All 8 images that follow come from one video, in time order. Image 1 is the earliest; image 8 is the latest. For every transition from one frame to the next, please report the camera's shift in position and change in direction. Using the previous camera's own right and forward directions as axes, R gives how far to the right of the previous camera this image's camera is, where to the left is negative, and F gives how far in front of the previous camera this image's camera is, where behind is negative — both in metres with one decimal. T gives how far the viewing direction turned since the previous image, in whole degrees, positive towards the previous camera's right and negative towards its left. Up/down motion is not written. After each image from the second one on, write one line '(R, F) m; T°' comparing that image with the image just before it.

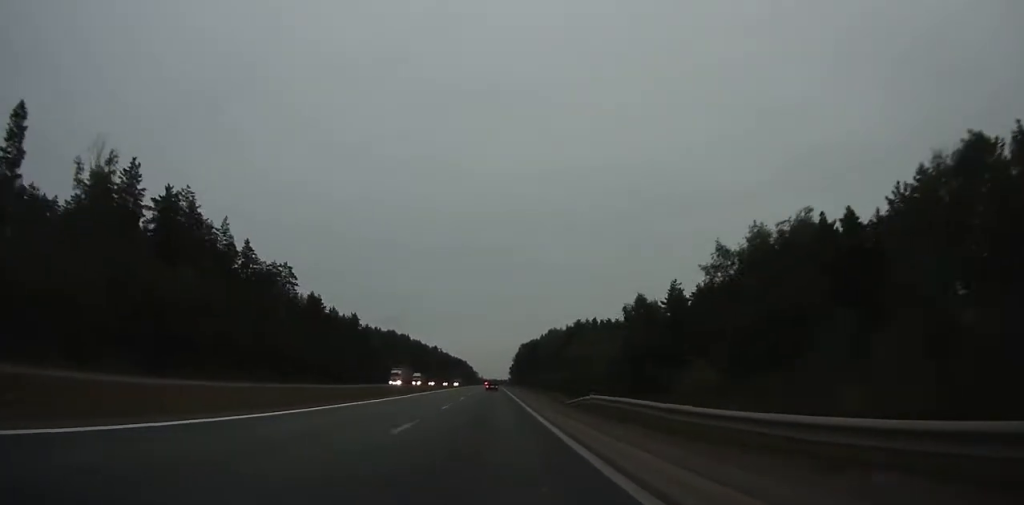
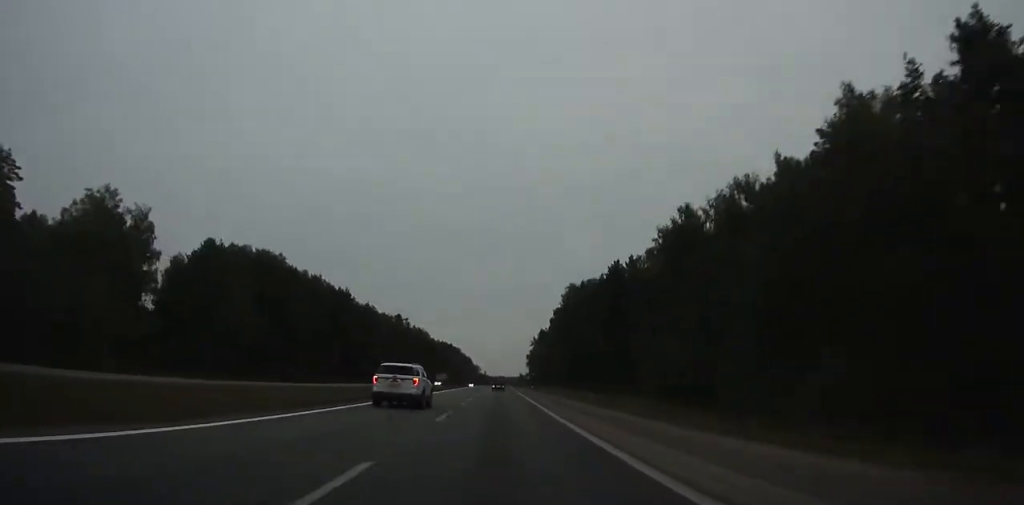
(-0.8, +188.4) m; 0°
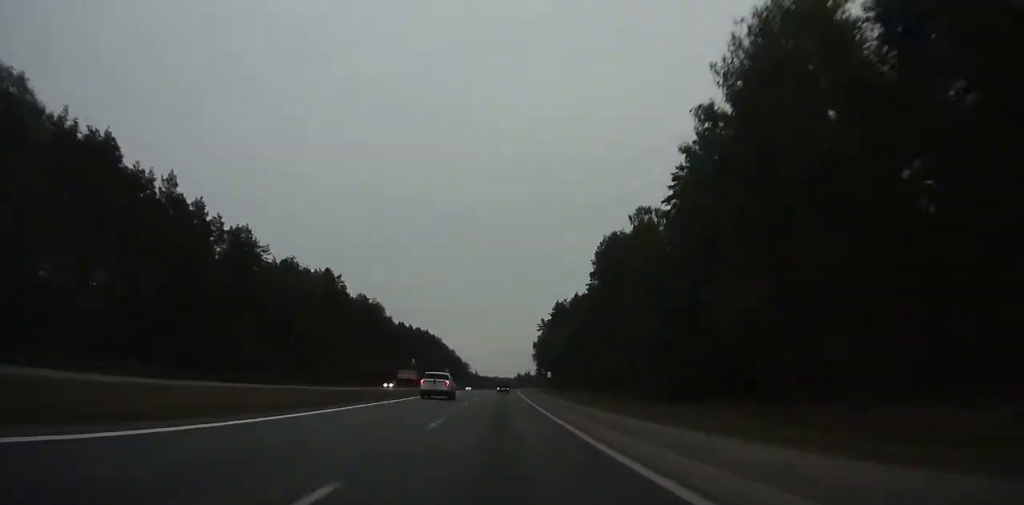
(+0.3, +96.6) m; +1°
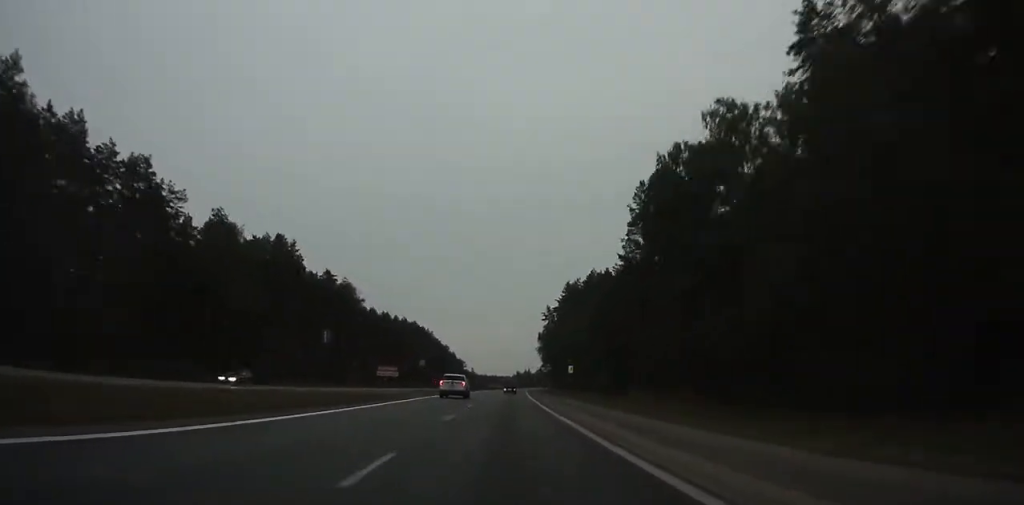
(0.0, +34.0) m; 0°
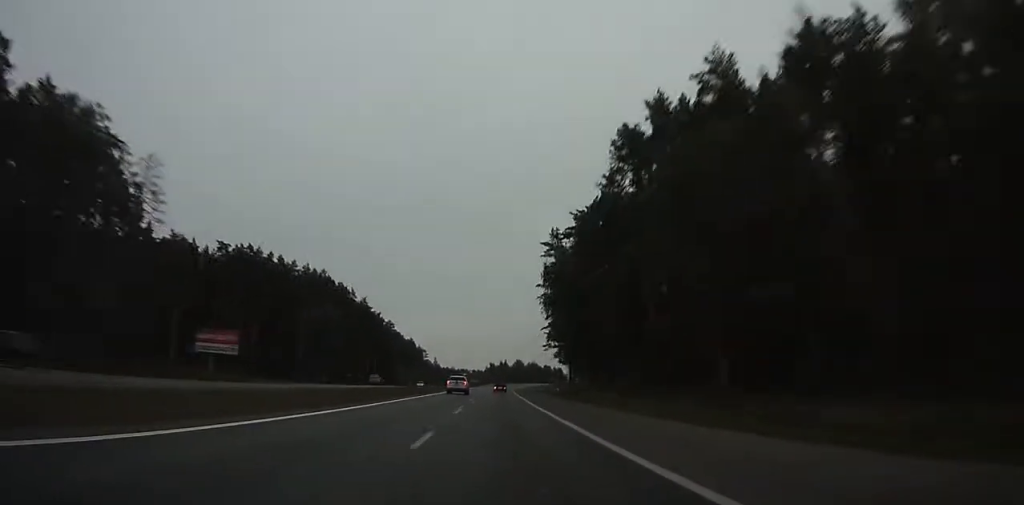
(+1.3, +91.4) m; +2°
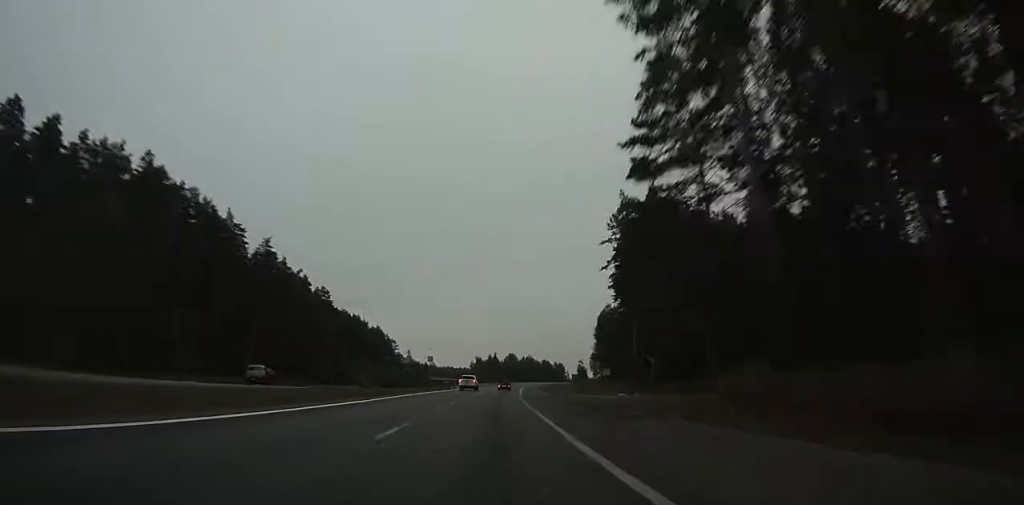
(+0.7, +70.4) m; +2°
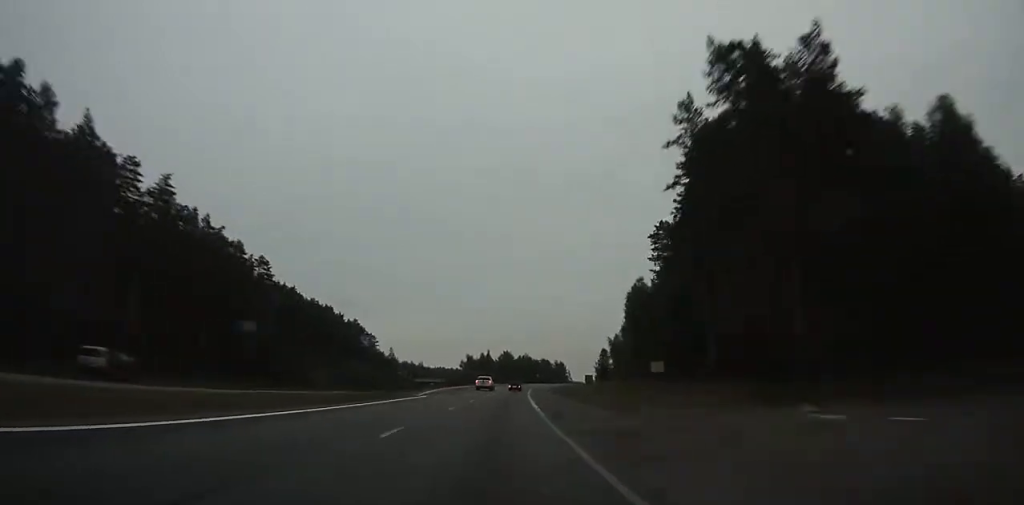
(+0.3, +36.4) m; +1°
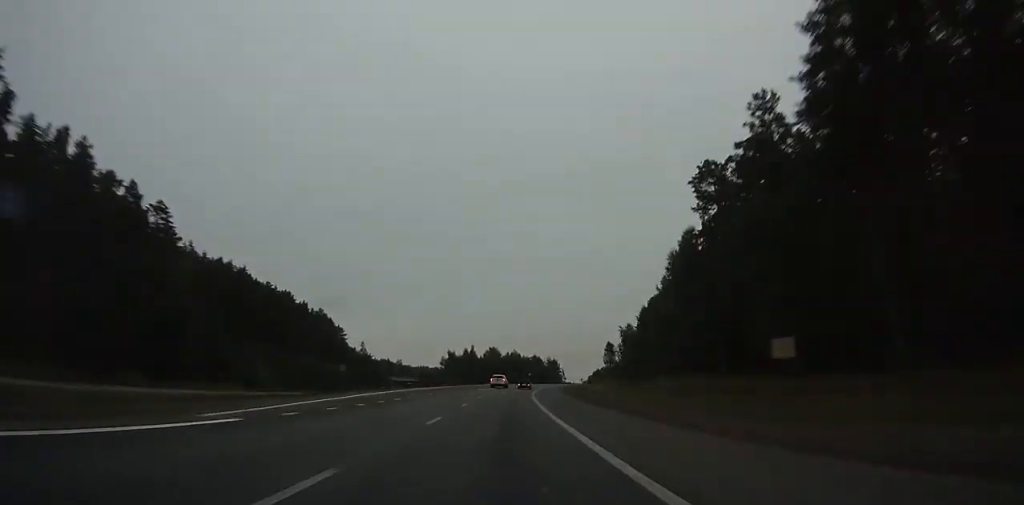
(0.0, +31.2) m; +2°
